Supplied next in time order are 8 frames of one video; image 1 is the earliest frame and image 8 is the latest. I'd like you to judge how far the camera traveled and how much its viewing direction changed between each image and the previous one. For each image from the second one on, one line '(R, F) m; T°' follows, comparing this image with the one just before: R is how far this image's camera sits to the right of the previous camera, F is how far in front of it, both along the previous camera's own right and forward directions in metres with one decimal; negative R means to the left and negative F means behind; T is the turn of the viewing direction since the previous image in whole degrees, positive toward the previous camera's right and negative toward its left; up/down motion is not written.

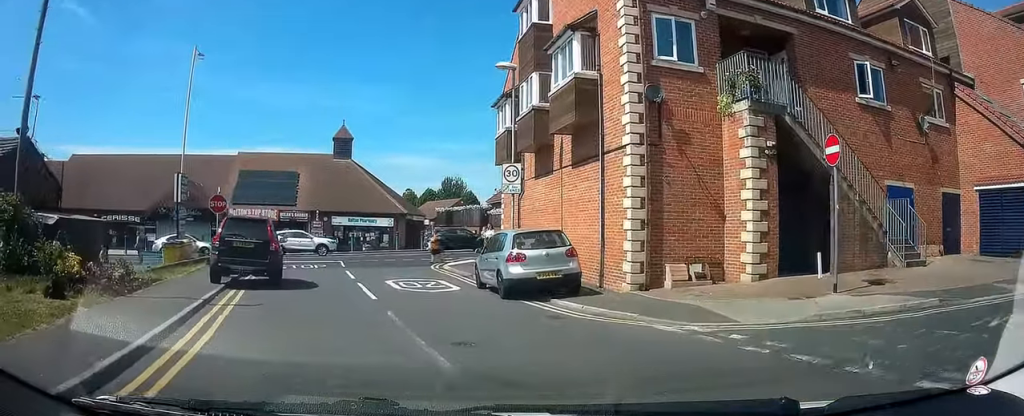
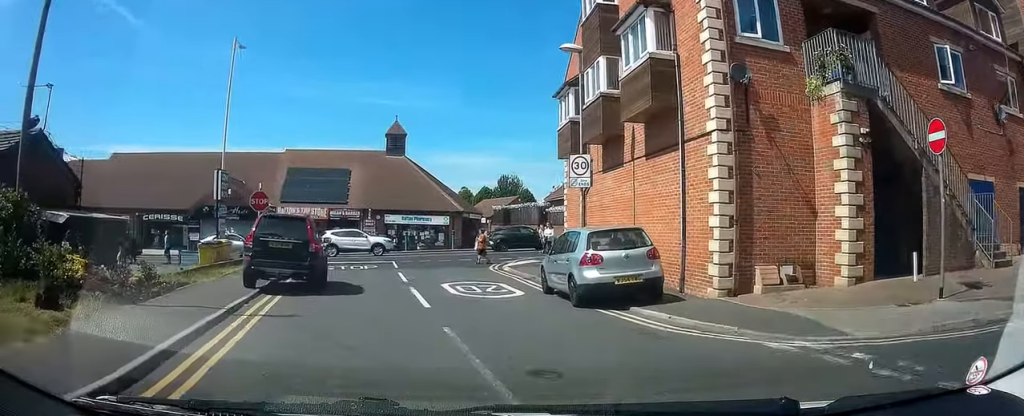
(+0.1, +1.8) m; -2°
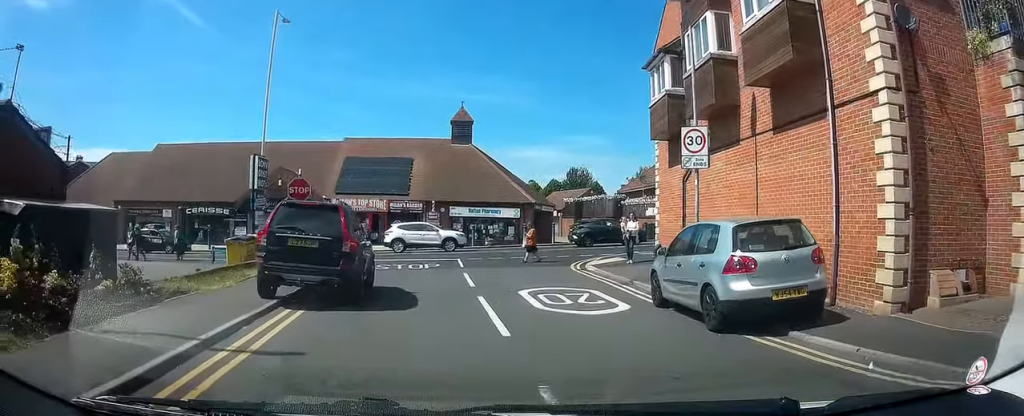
(-0.2, +3.7) m; -7°
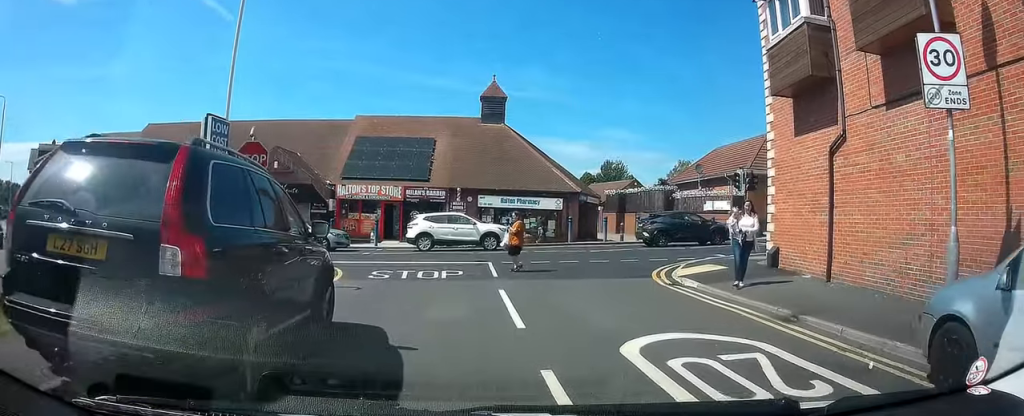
(-0.8, +7.3) m; -9°
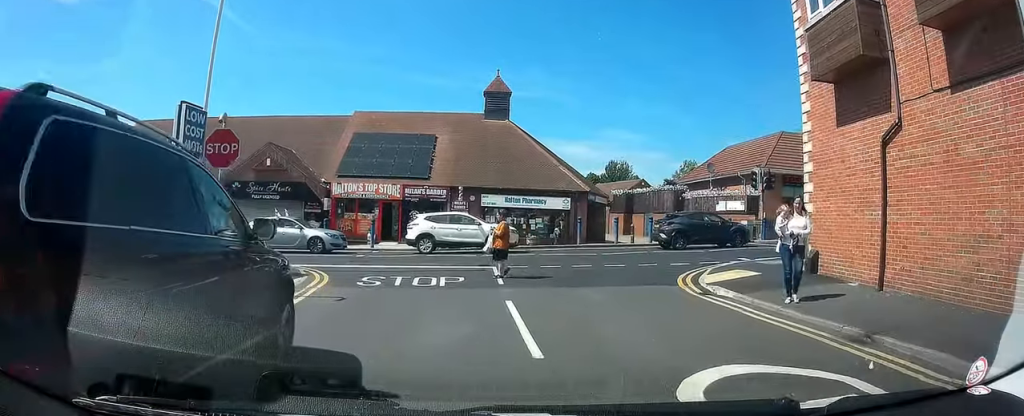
(0.0, +2.1) m; -1°
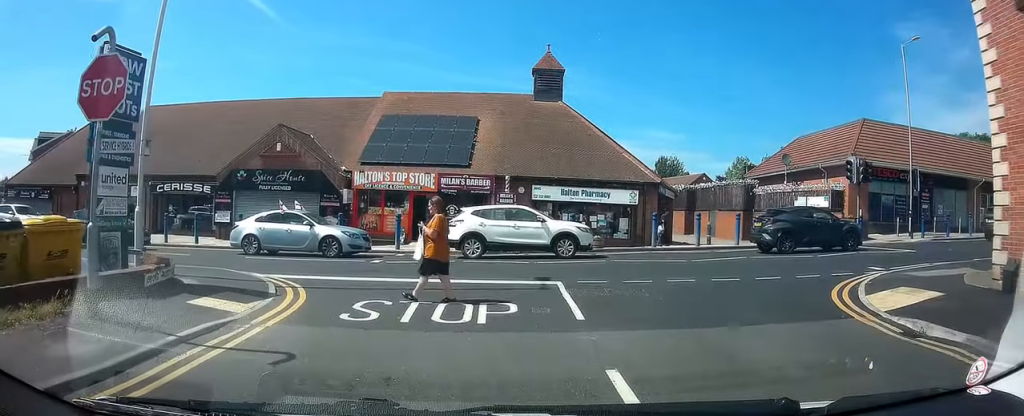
(-0.2, +7.3) m; -2°
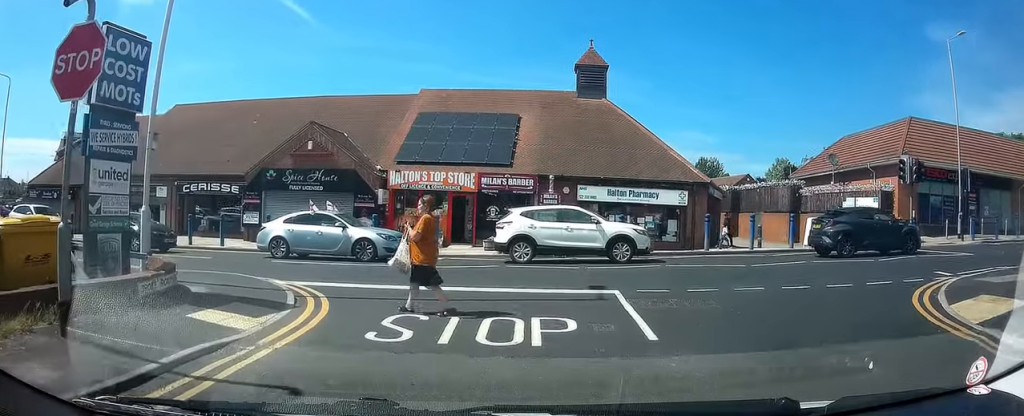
(0.0, +2.3) m; 0°
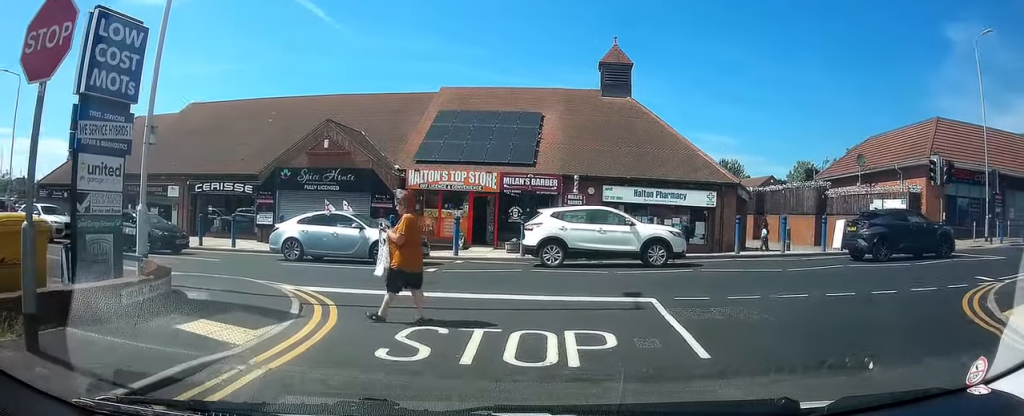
(+0.1, +1.5) m; 0°
